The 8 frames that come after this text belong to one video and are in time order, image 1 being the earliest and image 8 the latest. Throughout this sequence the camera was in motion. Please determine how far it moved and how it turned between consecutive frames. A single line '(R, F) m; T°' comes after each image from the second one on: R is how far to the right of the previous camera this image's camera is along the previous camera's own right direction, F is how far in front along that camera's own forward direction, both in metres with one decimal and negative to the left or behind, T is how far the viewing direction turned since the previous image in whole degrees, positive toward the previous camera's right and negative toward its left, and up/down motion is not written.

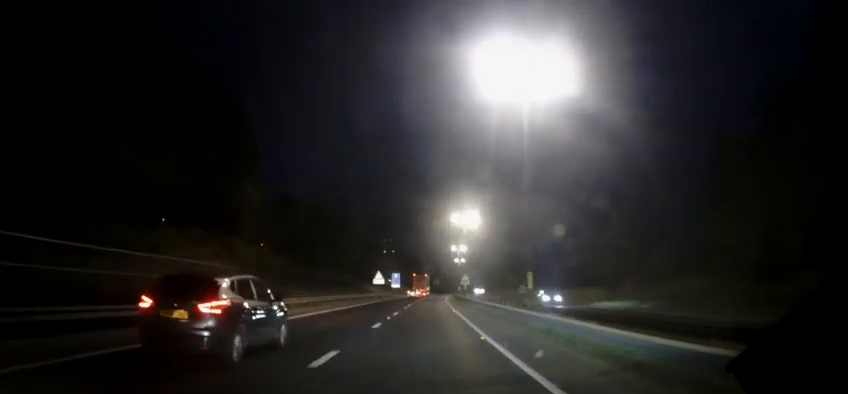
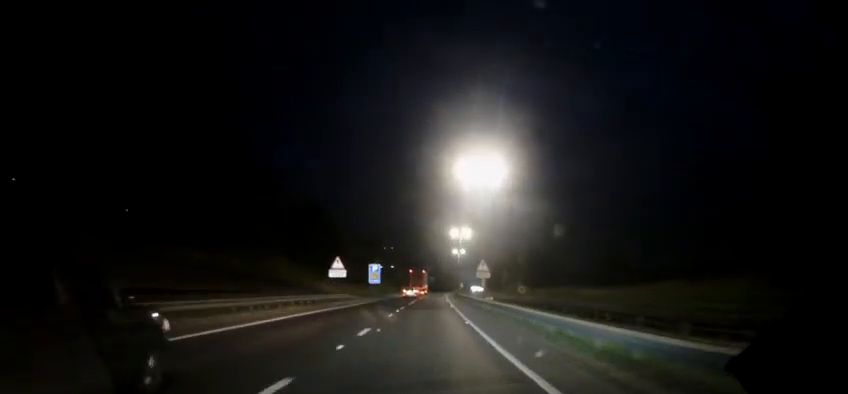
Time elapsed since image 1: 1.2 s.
(+0.1, +31.4) m; 0°
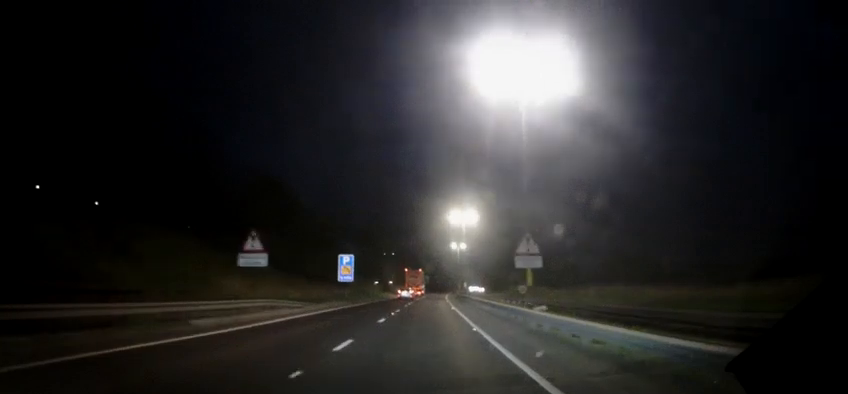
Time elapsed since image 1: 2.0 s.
(+0.1, +22.0) m; +1°
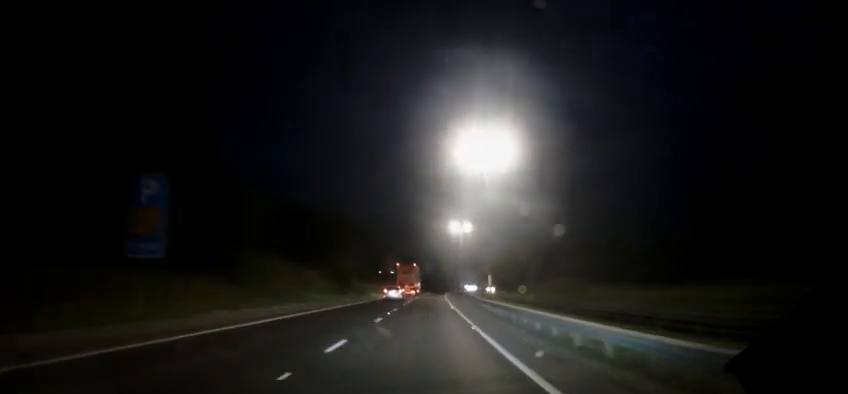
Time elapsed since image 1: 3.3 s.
(+0.7, +37.3) m; +2°
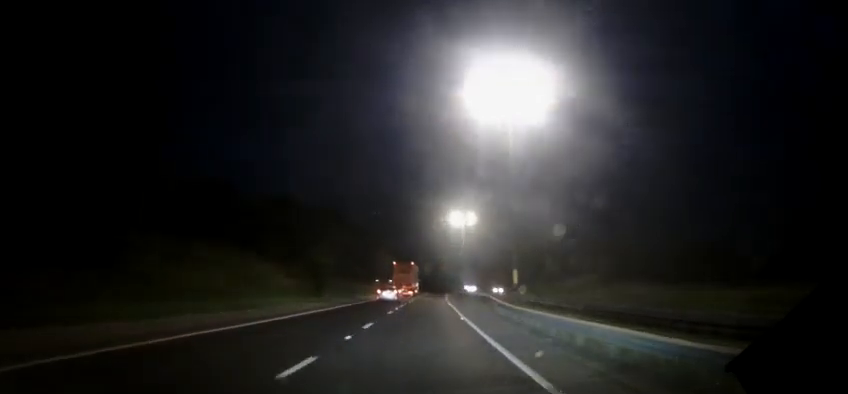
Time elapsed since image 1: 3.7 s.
(0.0, +12.3) m; 0°
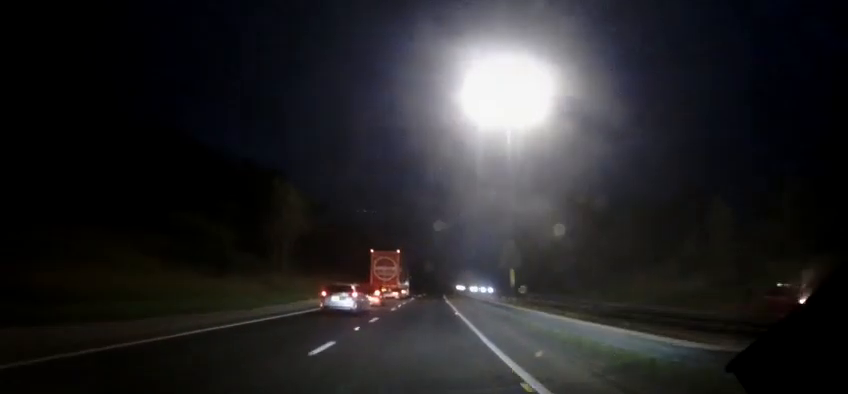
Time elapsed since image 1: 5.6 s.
(+0.3, +52.4) m; +1°
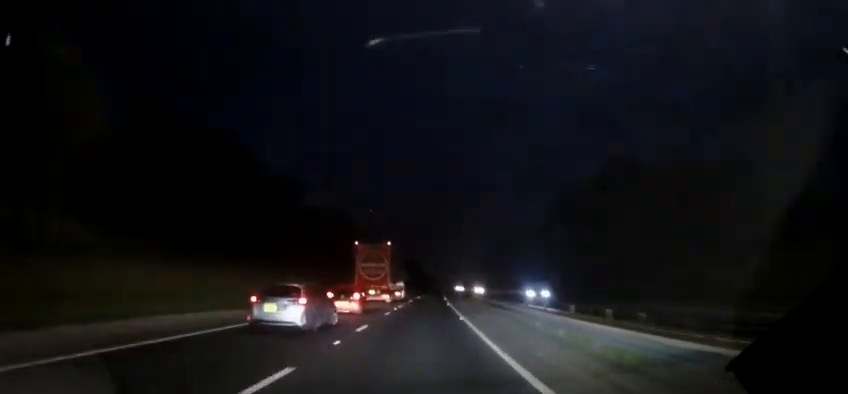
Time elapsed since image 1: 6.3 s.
(+0.4, +22.2) m; 0°
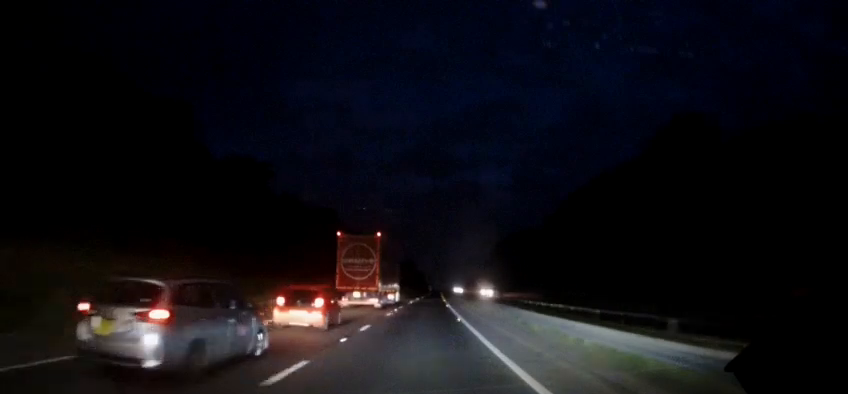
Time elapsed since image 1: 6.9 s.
(-0.1, +17.4) m; 0°
